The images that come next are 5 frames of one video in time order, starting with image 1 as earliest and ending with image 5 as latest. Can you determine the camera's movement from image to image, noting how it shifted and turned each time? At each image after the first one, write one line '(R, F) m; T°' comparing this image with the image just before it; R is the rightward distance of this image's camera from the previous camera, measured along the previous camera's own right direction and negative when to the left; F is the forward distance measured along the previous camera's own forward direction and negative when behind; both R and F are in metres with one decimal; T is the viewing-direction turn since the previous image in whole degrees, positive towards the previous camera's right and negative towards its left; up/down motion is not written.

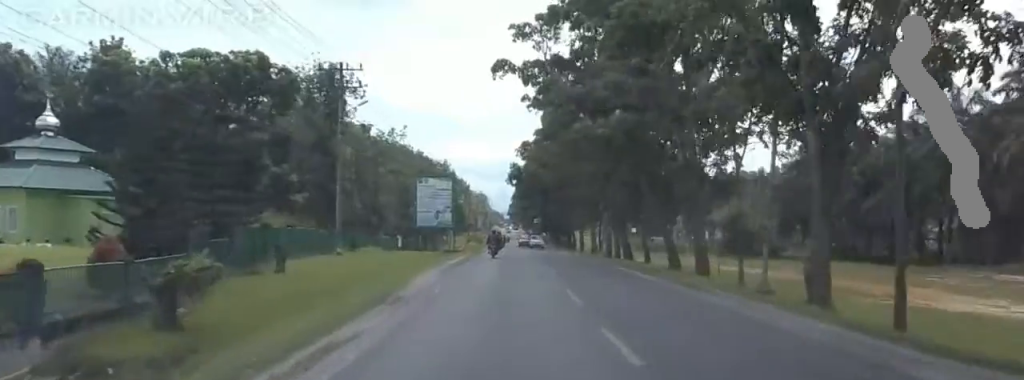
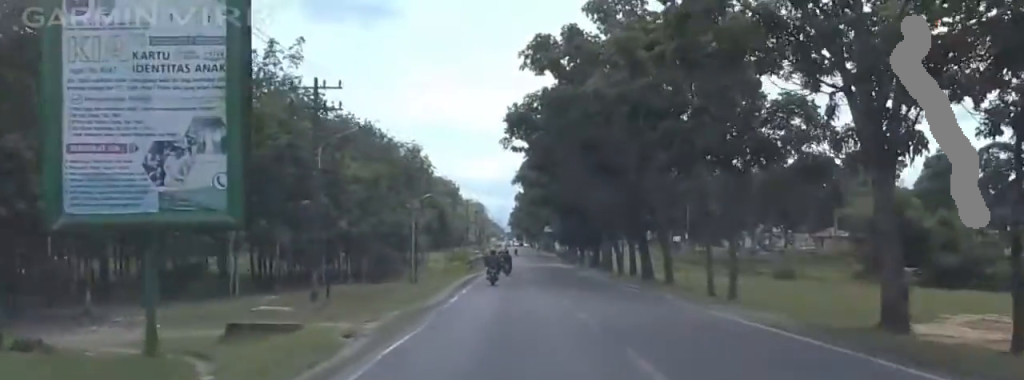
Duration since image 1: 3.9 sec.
(0.0, +59.0) m; 0°
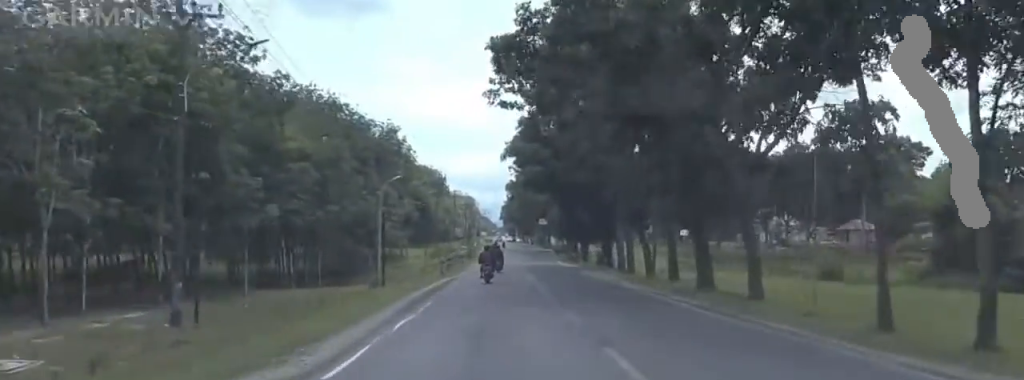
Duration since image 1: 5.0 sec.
(0.0, +15.8) m; 0°
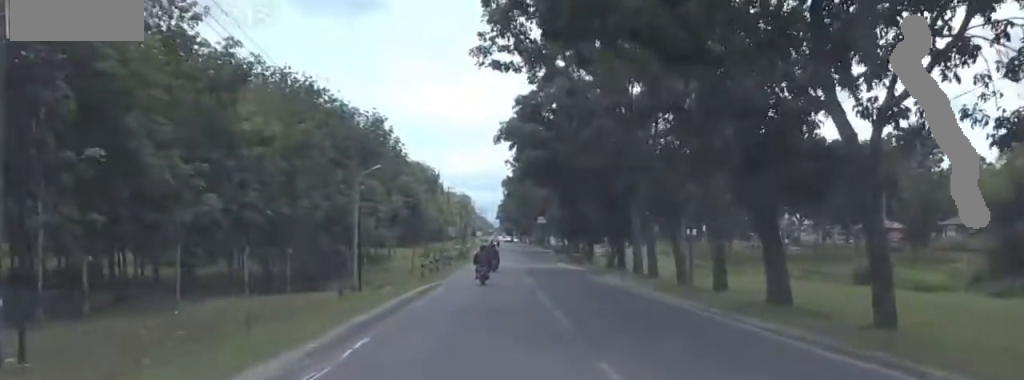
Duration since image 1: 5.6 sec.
(0.0, +8.5) m; 0°
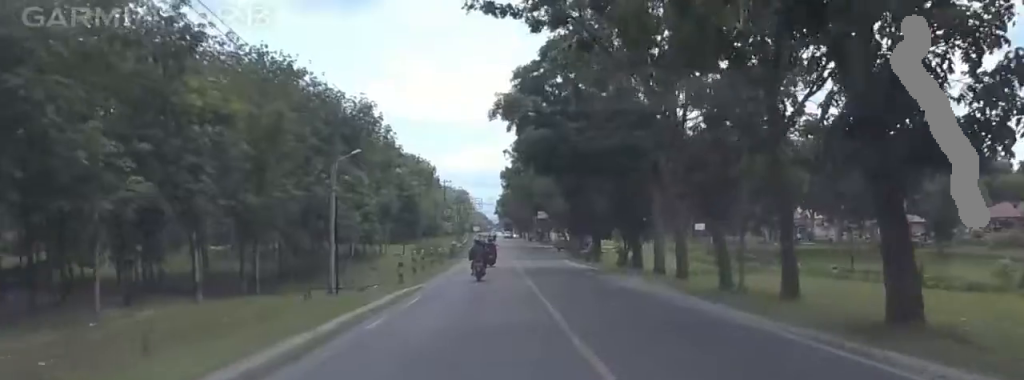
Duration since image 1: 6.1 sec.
(0.0, +6.8) m; 0°
